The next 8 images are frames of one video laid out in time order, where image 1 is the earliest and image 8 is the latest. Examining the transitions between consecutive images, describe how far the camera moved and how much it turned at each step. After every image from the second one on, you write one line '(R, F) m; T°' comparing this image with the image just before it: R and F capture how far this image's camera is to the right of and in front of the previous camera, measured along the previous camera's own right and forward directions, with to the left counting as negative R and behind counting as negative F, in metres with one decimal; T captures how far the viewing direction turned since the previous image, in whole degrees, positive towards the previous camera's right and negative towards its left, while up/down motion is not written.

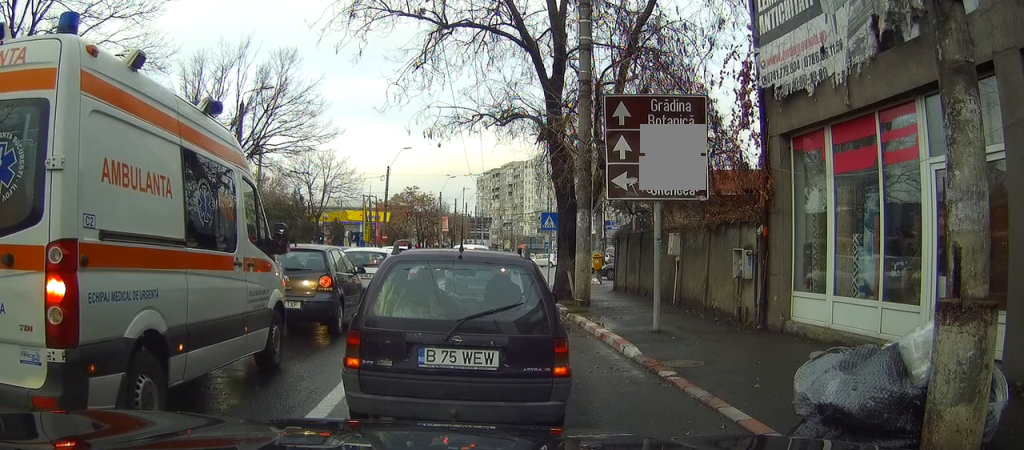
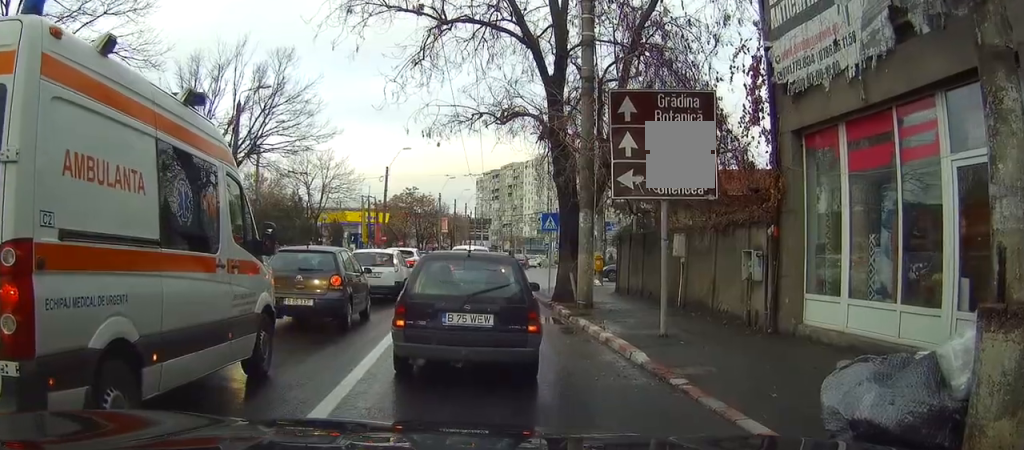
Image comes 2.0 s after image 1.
(0.0, 0.0) m; 0°
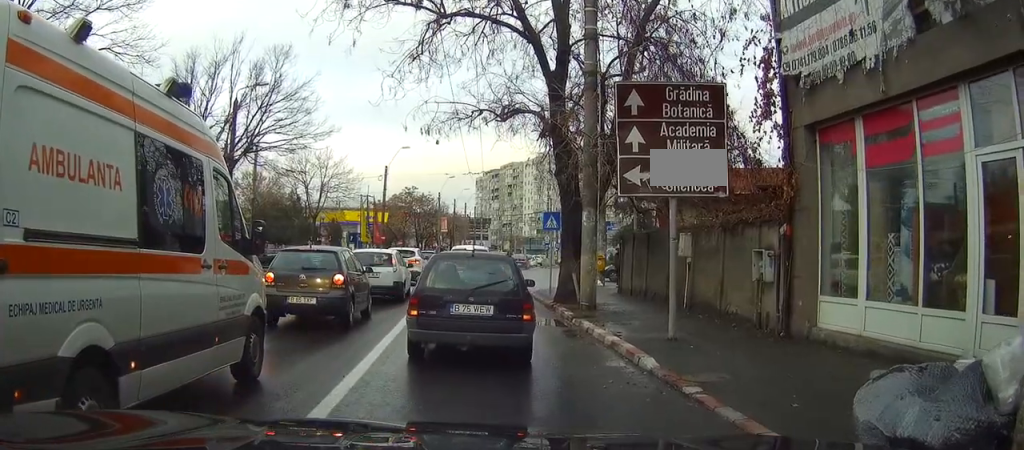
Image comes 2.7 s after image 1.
(0.0, 0.0) m; 0°
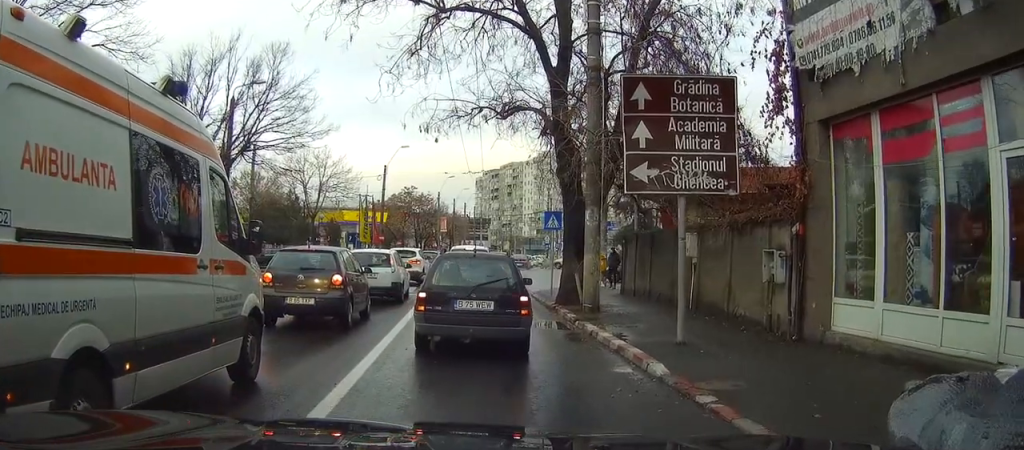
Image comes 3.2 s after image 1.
(0.0, +0.1) m; 0°
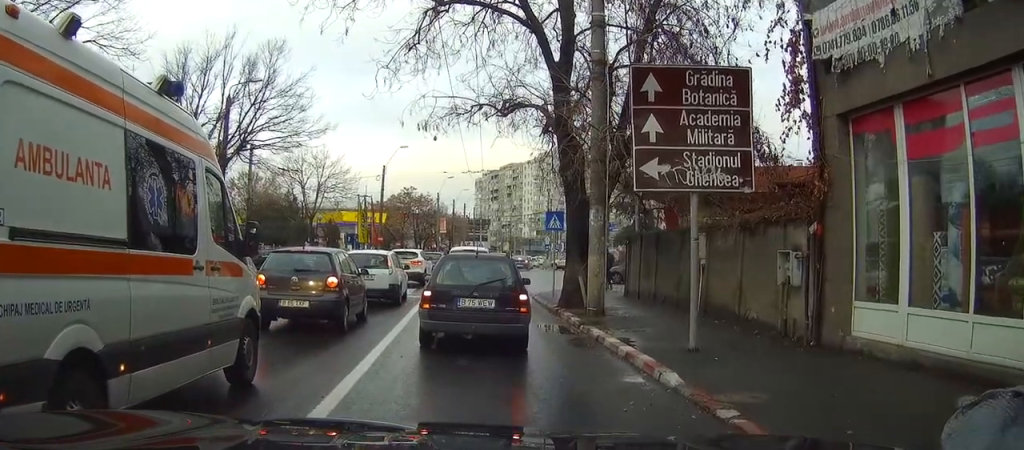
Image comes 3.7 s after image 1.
(0.0, +0.1) m; 0°
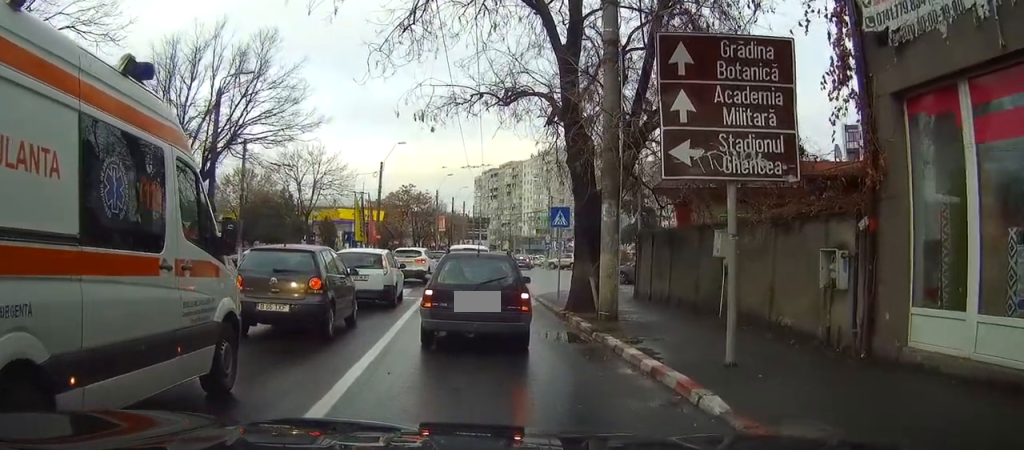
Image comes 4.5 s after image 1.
(+0.1, +0.3) m; 0°
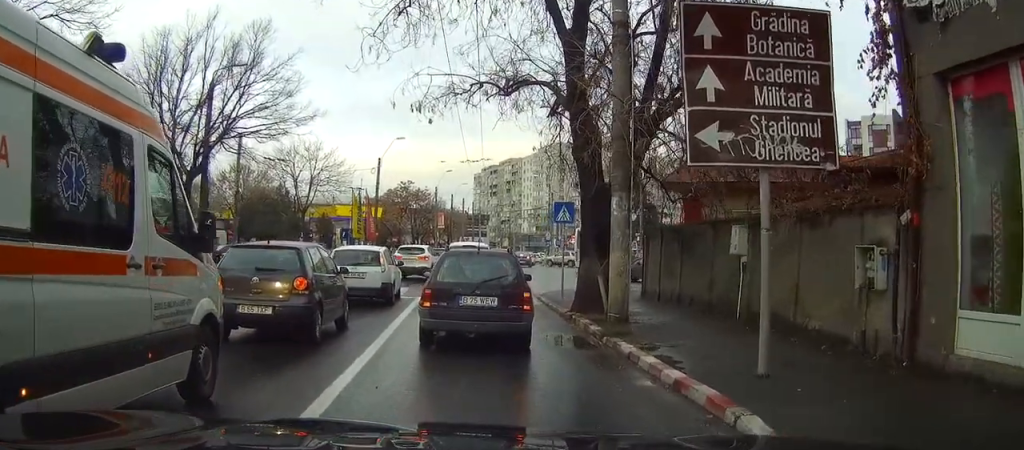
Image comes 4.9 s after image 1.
(0.0, +0.4) m; 0°
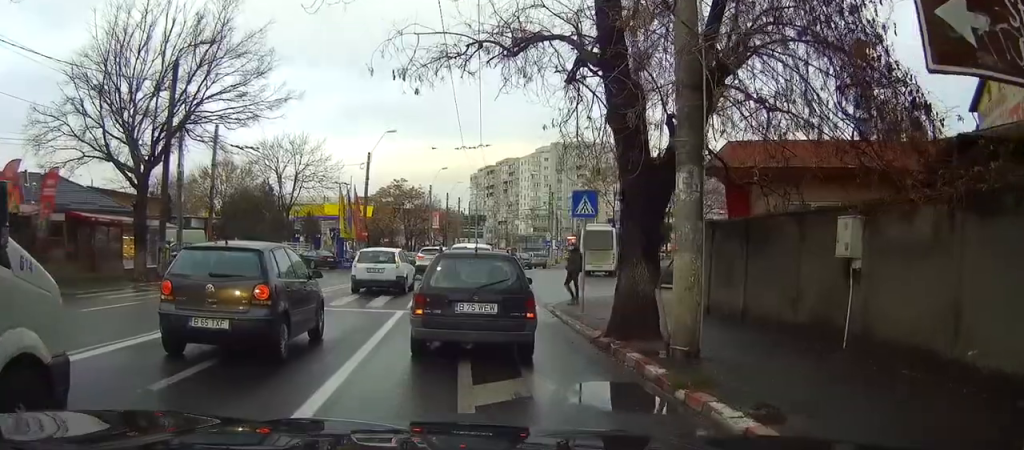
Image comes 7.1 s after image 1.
(-0.1, +2.8) m; +5°
